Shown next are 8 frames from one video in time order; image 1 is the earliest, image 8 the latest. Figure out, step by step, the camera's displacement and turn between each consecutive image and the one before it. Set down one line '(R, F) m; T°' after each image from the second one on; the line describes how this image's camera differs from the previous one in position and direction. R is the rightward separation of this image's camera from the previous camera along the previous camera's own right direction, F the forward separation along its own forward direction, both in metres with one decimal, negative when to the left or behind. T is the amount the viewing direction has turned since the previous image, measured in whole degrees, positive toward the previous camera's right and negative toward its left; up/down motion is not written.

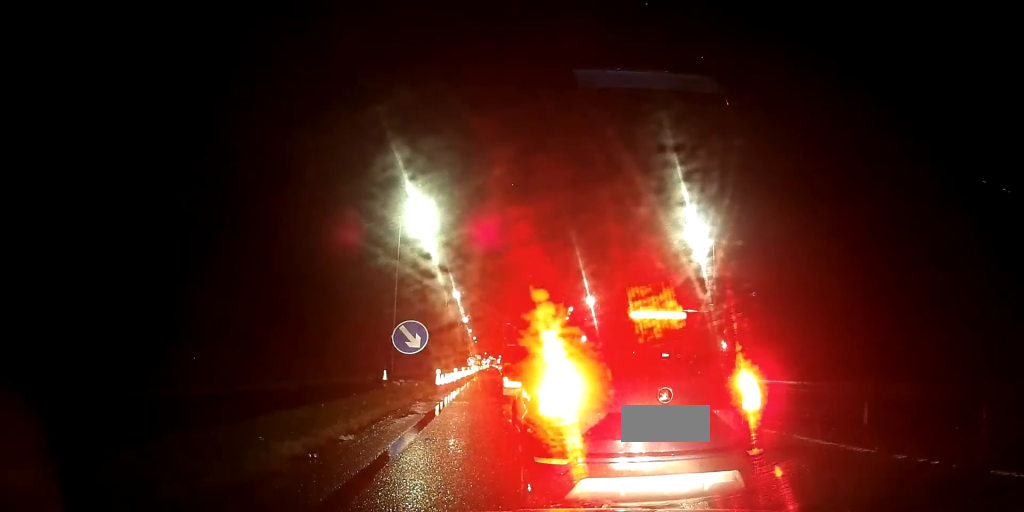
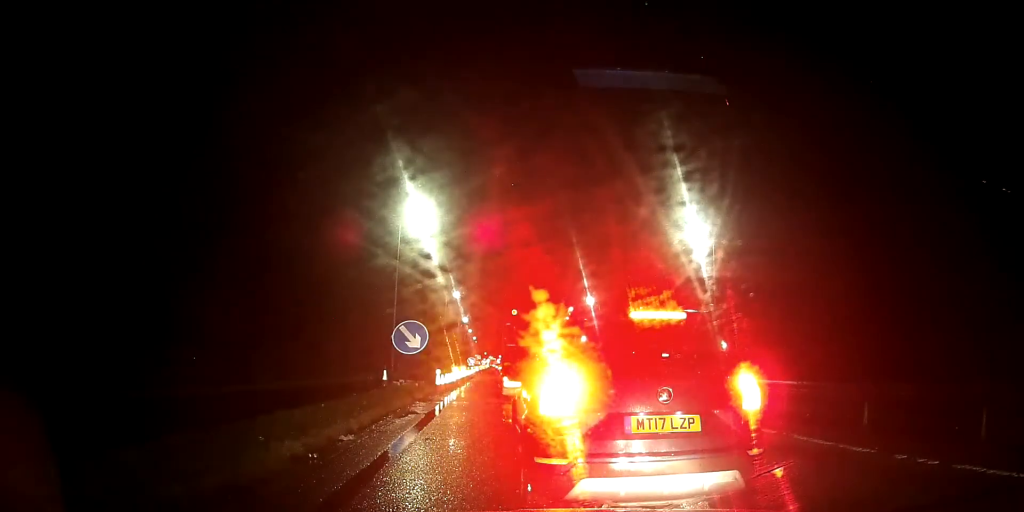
(0.0, 0.0) m; 0°
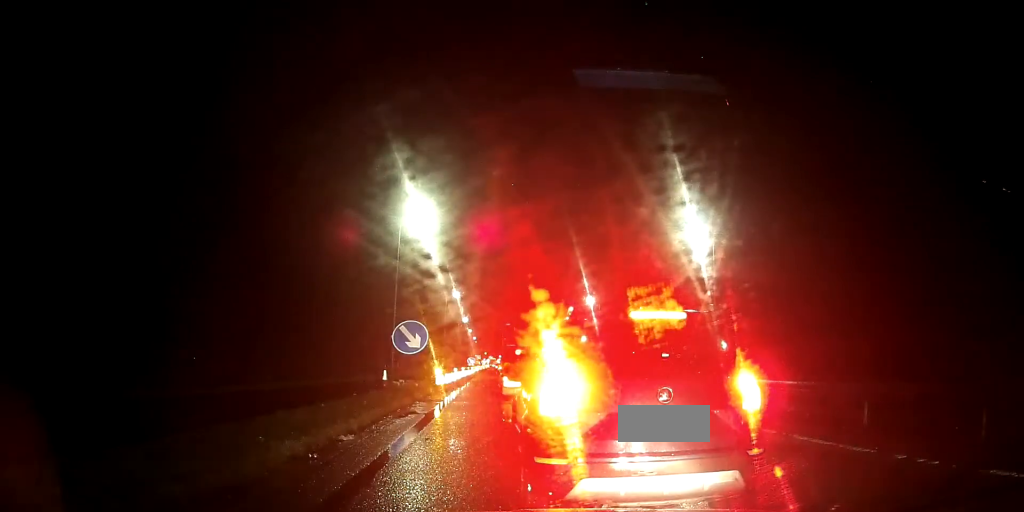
(-0.1, 0.0) m; 0°
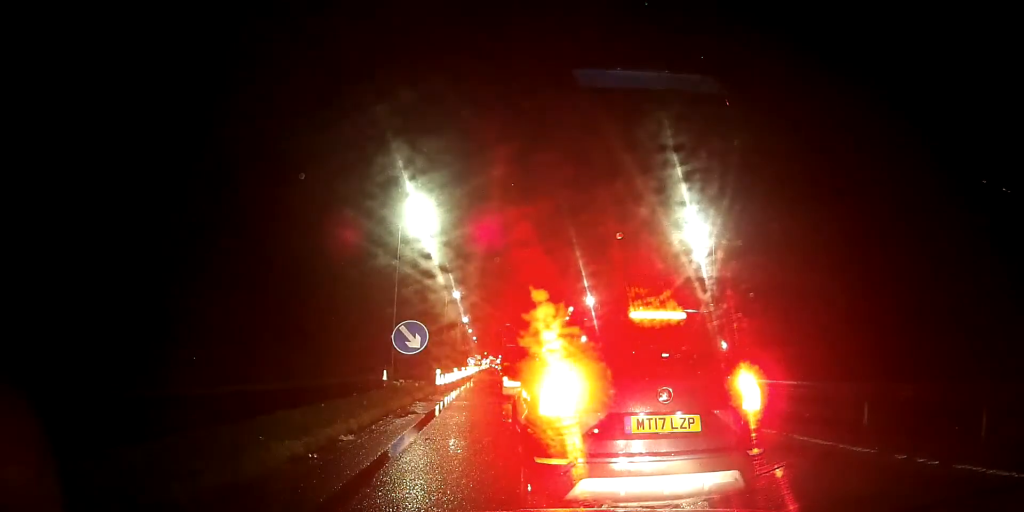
(-0.1, 0.0) m; 0°
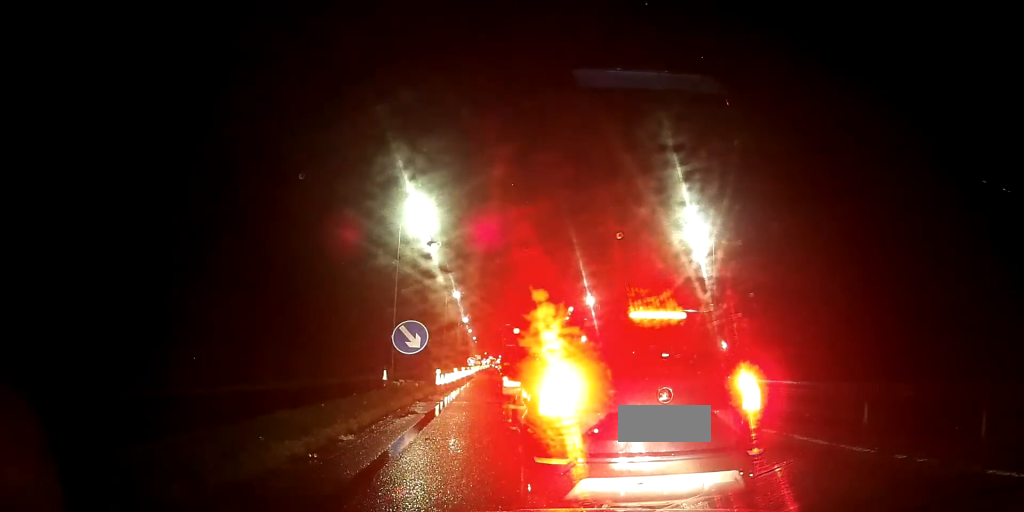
(-0.1, 0.0) m; 0°
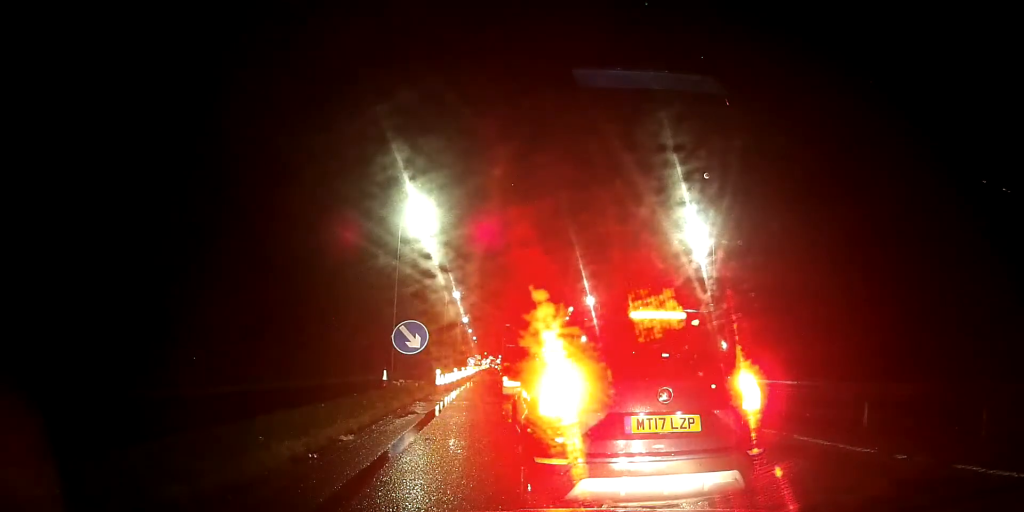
(-0.1, +0.1) m; 0°
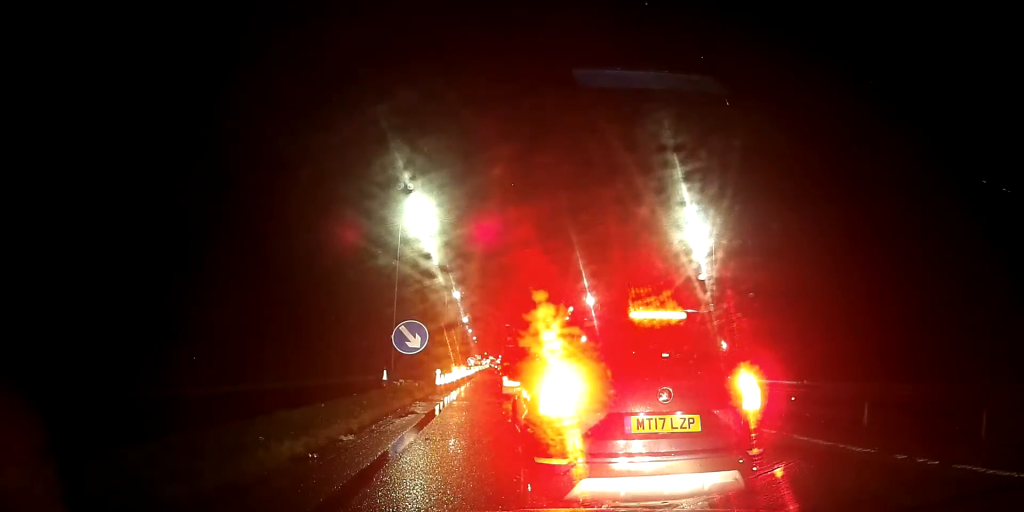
(-0.1, +0.1) m; 0°
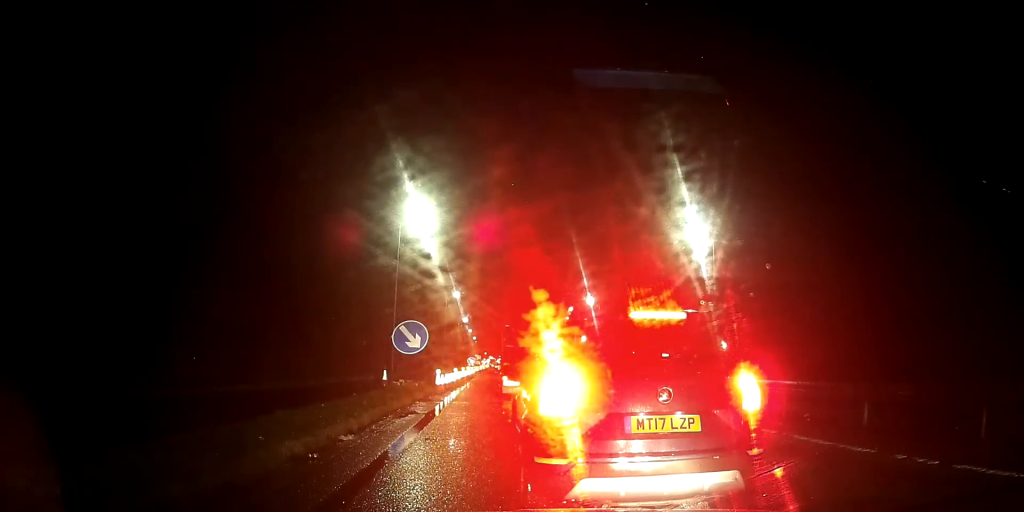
(-0.1, +0.3) m; 0°
